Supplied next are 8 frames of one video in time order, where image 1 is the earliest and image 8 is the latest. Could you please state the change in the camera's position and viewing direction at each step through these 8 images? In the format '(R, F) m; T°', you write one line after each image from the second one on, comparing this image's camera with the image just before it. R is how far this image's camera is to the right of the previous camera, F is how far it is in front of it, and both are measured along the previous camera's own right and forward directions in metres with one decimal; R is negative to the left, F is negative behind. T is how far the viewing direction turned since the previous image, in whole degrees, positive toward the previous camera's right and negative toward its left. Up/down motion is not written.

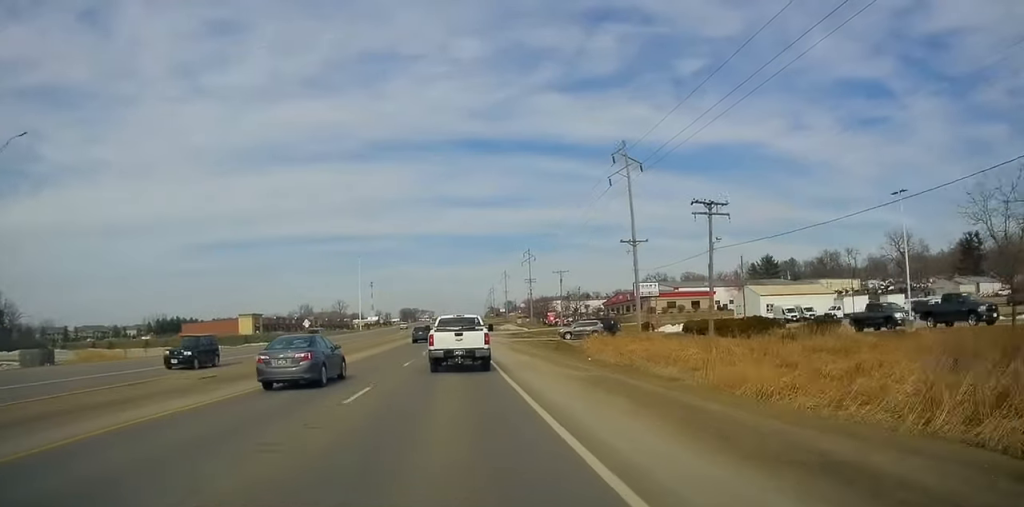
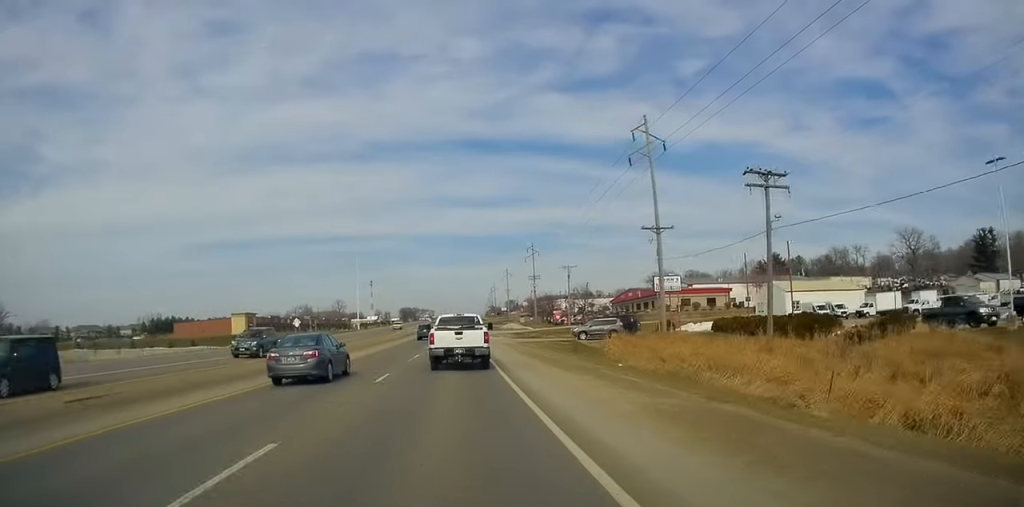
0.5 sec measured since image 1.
(+0.3, +7.4) m; +1°
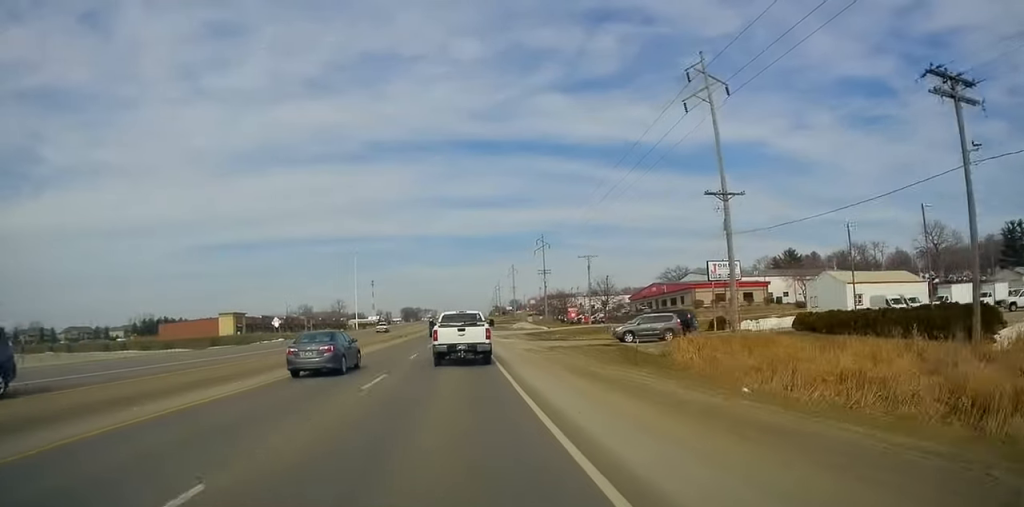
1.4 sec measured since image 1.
(+0.5, +13.6) m; +1°
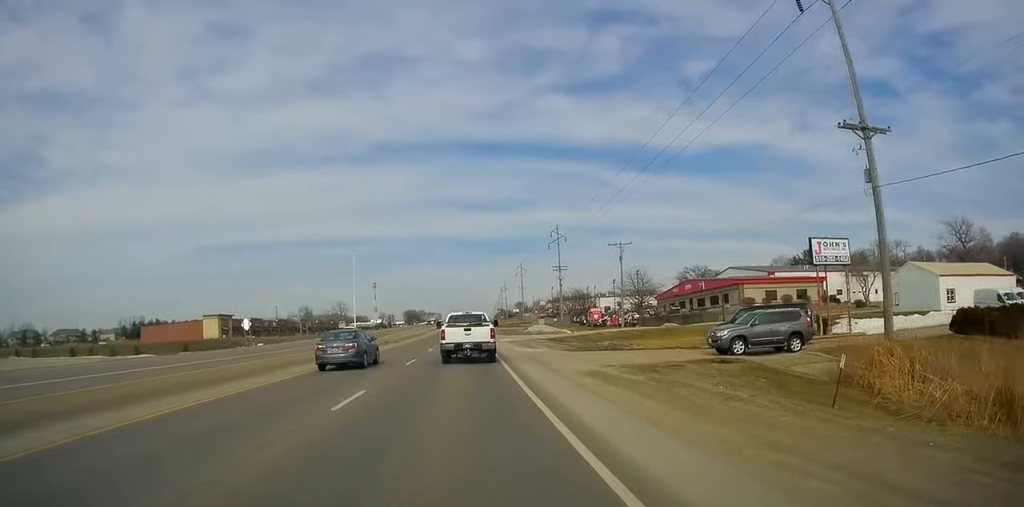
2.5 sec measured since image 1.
(-0.4, +16.8) m; -2°
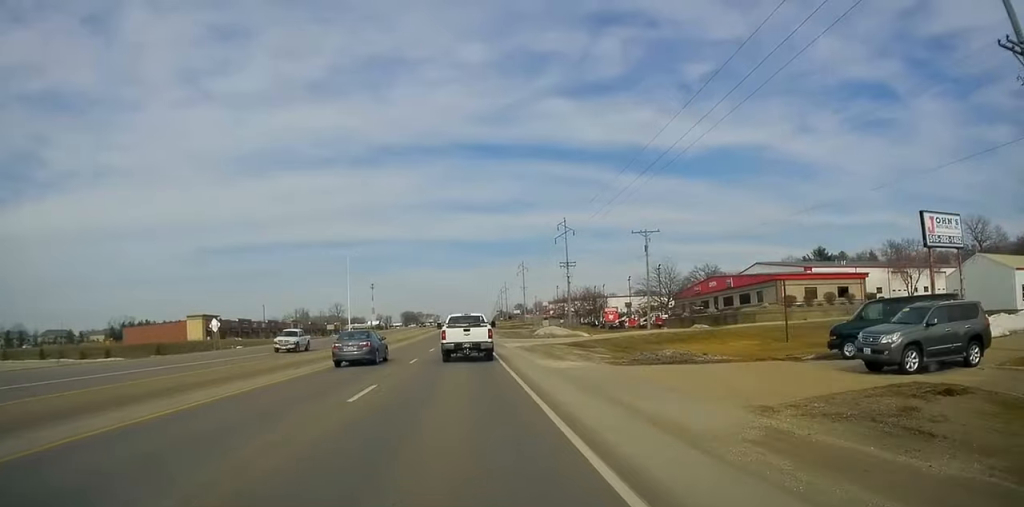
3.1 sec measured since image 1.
(-0.5, +8.9) m; 0°
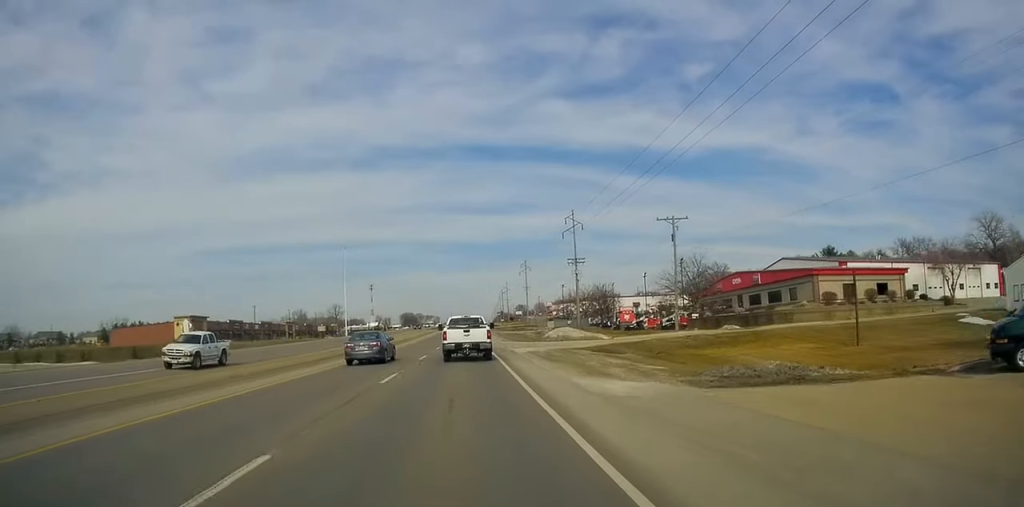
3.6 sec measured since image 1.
(+0.4, +8.3) m; +1°
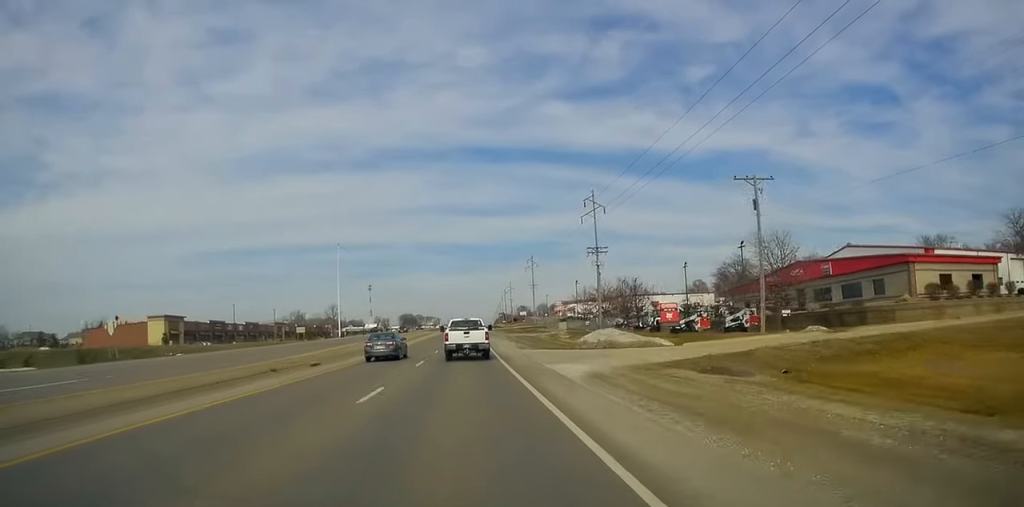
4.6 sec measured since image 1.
(+0.4, +15.5) m; +1°
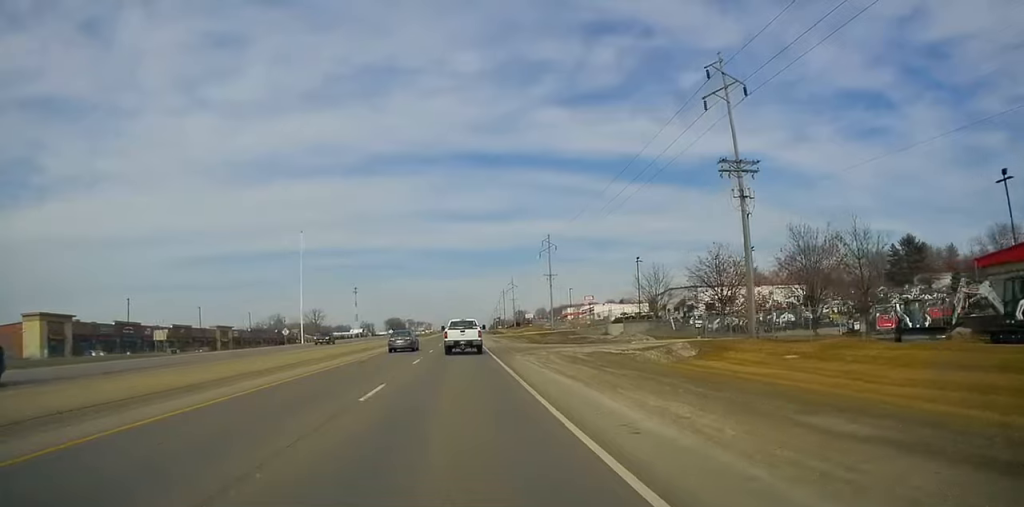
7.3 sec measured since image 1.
(-0.5, +46.8) m; -2°
